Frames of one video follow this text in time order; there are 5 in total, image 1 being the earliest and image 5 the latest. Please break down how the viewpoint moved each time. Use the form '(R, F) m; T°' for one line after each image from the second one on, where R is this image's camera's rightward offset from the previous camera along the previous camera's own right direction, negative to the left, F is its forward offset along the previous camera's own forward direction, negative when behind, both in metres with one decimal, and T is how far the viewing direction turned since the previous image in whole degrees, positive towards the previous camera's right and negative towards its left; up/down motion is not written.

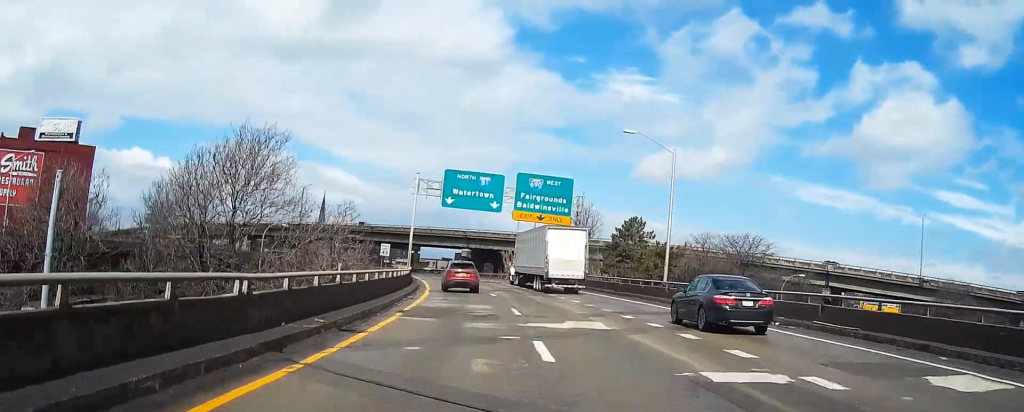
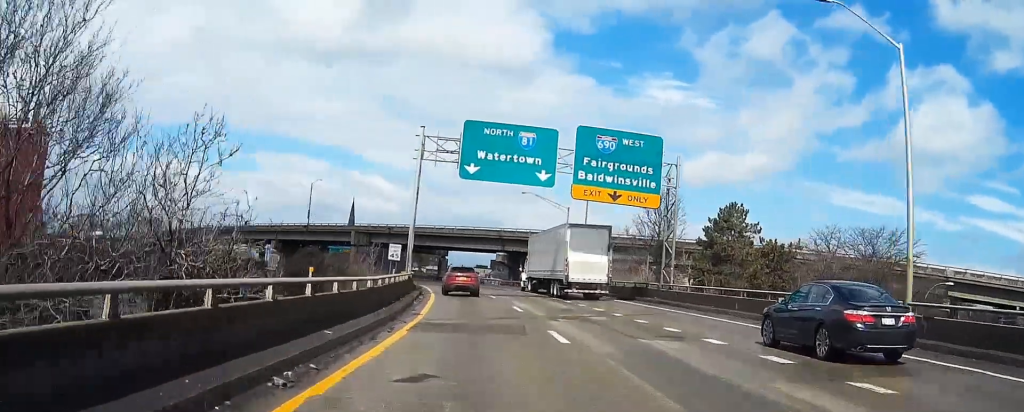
(0.0, +21.7) m; -5°
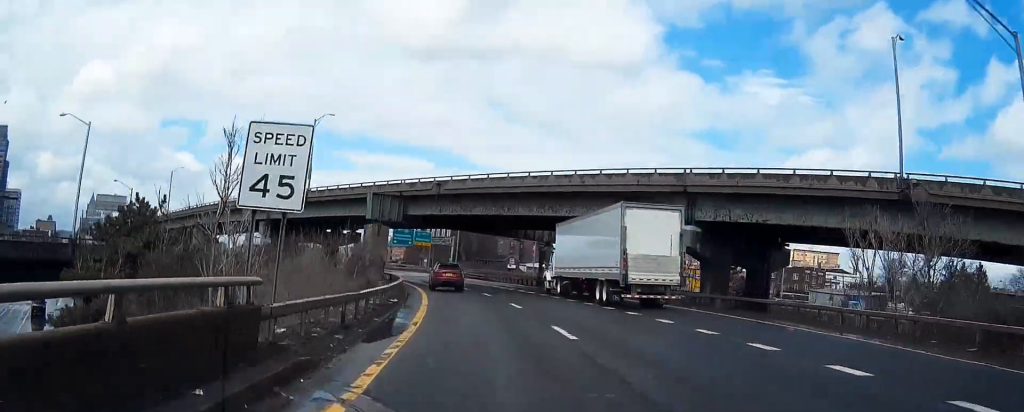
(-5.7, +58.7) m; -8°
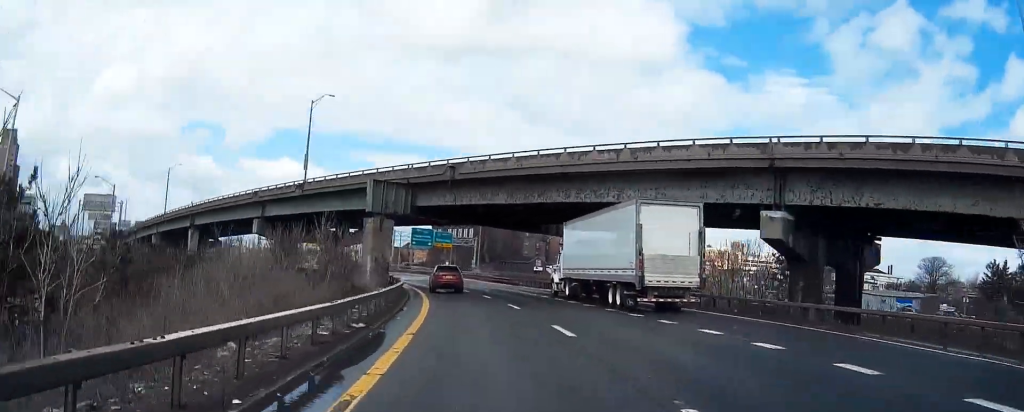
(+0.3, +10.7) m; -2°
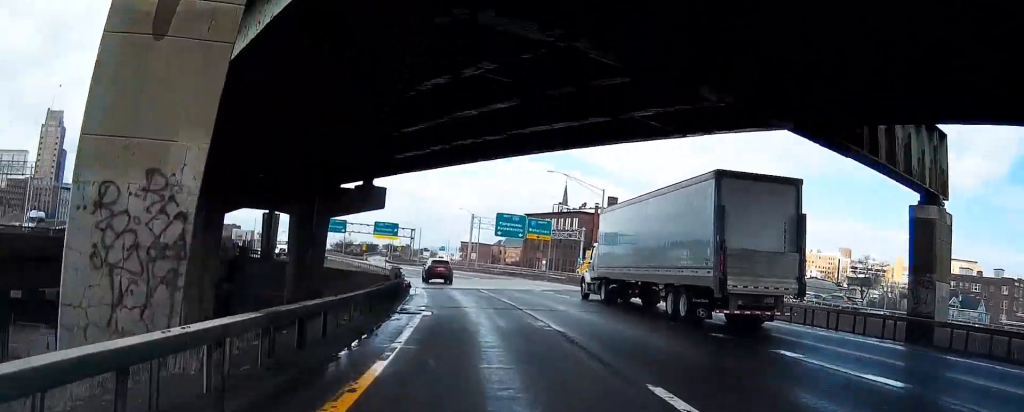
(-4.0, +43.4) m; -11°
